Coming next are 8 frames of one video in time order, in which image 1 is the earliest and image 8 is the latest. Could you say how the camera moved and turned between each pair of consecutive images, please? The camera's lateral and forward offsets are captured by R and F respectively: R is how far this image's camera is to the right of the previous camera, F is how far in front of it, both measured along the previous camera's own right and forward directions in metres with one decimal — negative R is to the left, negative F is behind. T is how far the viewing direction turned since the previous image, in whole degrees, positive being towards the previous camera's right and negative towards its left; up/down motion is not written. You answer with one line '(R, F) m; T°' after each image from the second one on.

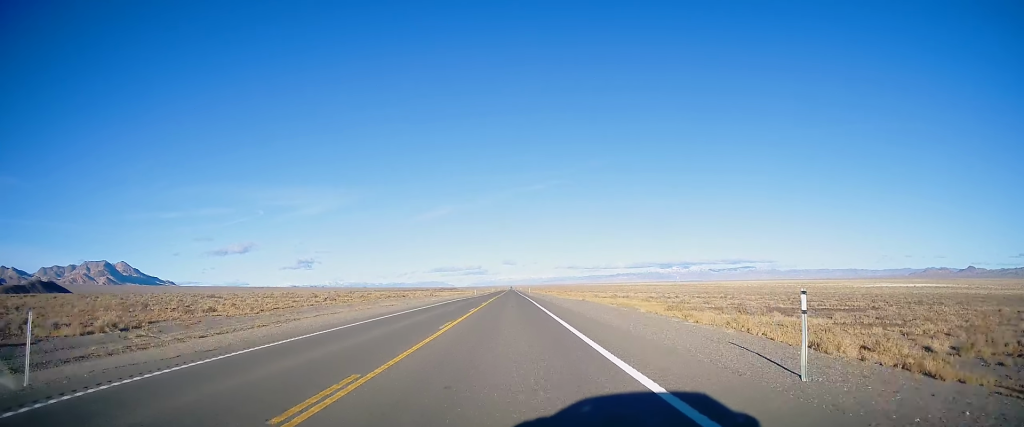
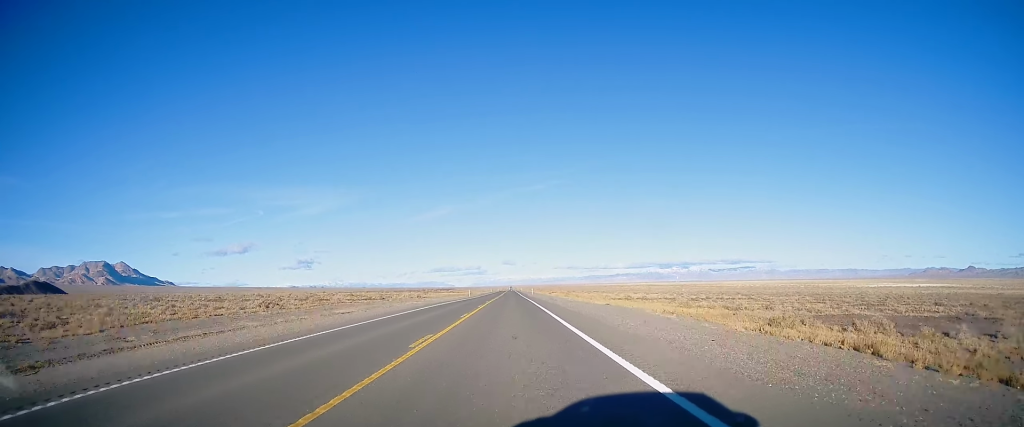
(0.0, +17.4) m; 0°
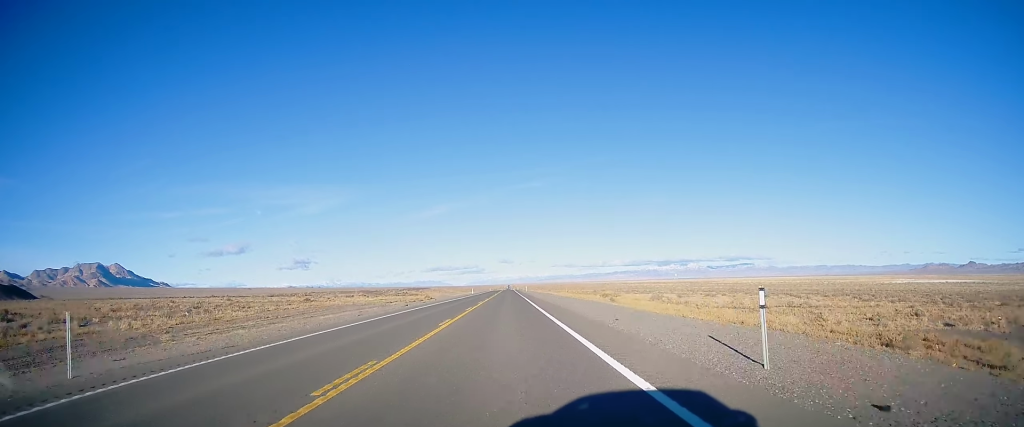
(0.0, +103.5) m; 0°
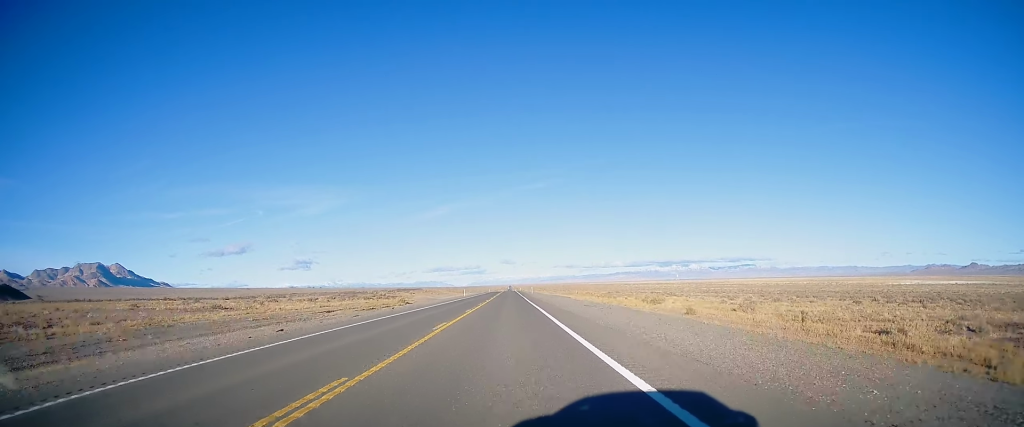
(+0.1, +26.3) m; 0°
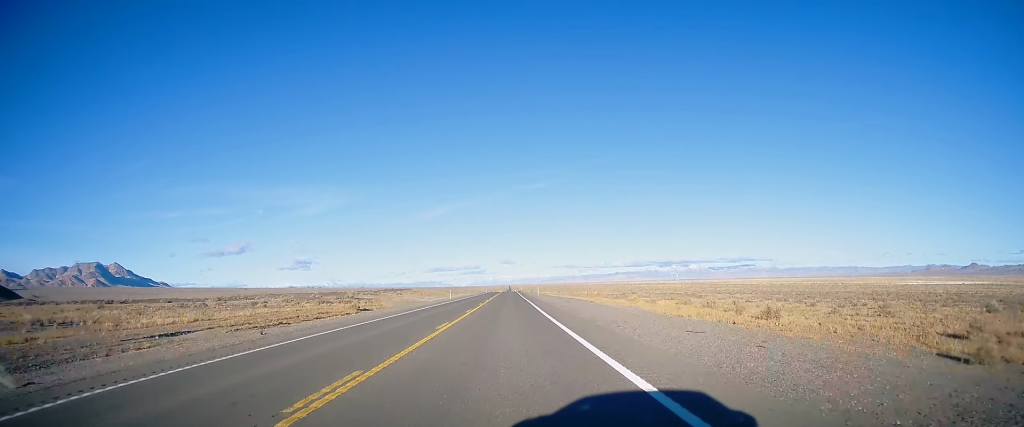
(+0.2, +23.9) m; 0°
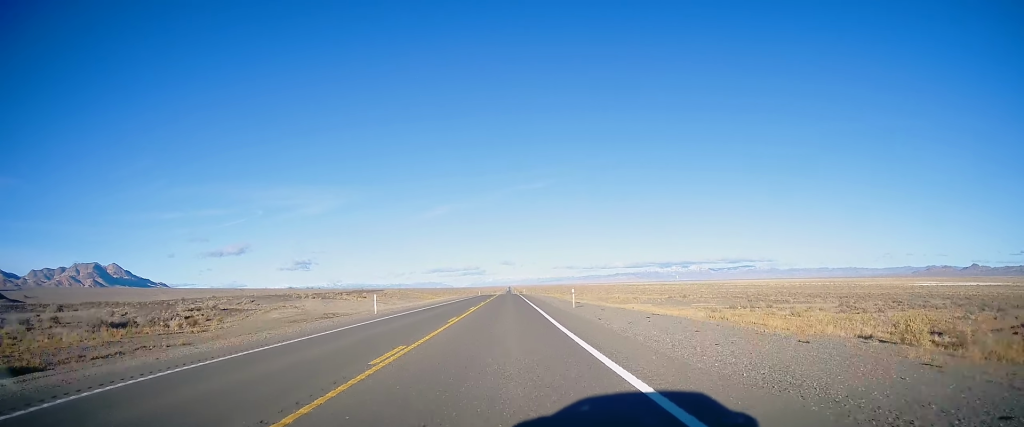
(-0.3, +44.8) m; 0°
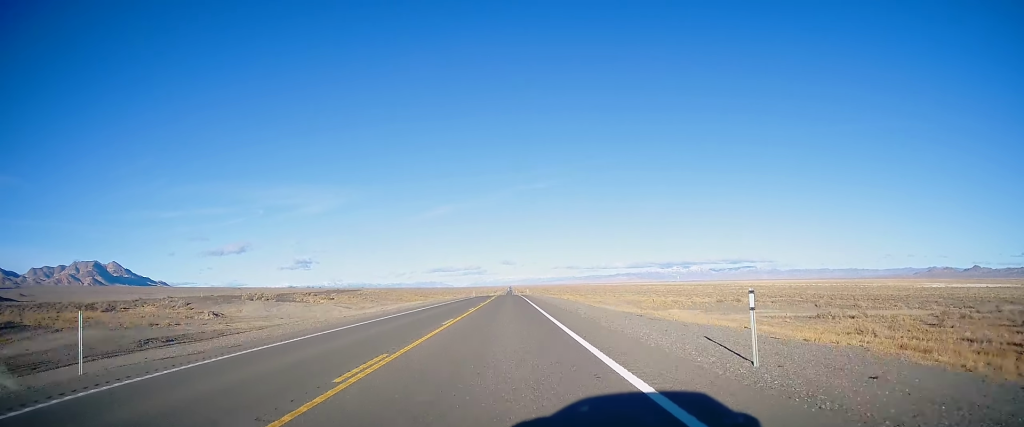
(+0.2, +26.2) m; 0°
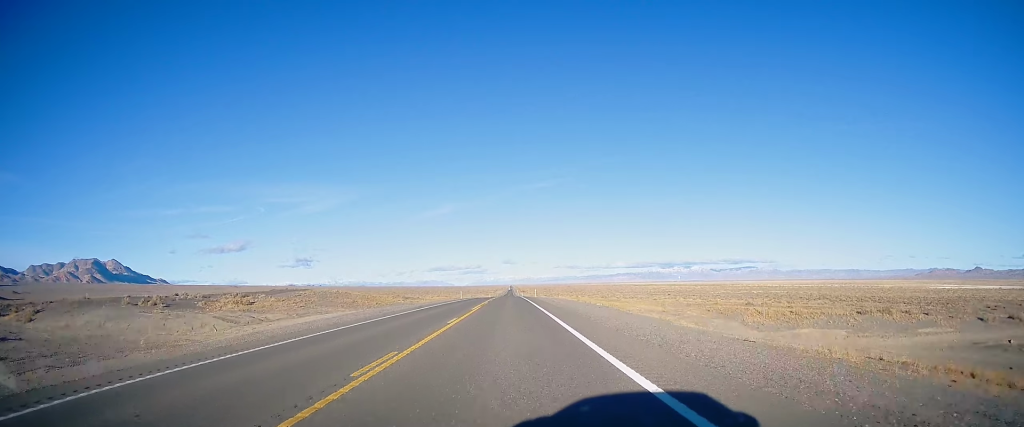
(-0.2, +36.1) m; 0°
